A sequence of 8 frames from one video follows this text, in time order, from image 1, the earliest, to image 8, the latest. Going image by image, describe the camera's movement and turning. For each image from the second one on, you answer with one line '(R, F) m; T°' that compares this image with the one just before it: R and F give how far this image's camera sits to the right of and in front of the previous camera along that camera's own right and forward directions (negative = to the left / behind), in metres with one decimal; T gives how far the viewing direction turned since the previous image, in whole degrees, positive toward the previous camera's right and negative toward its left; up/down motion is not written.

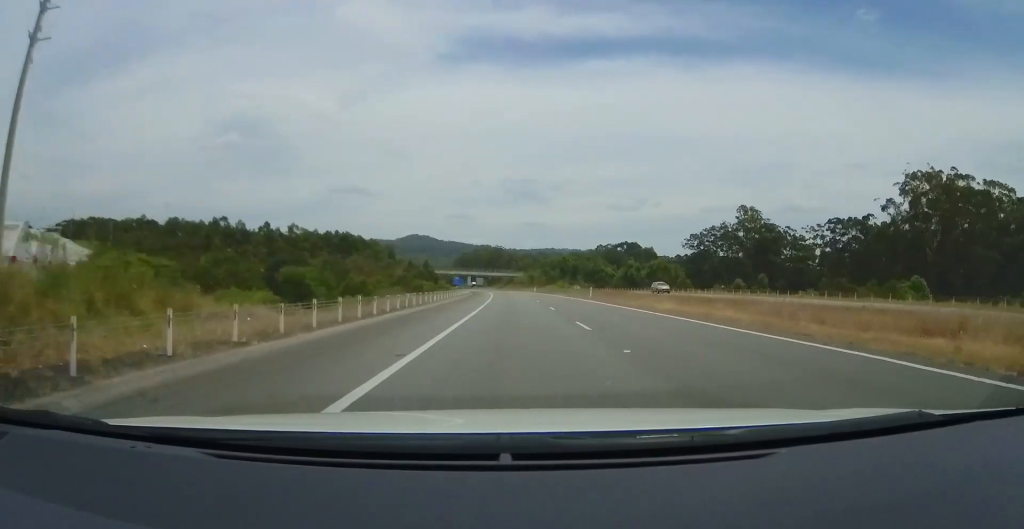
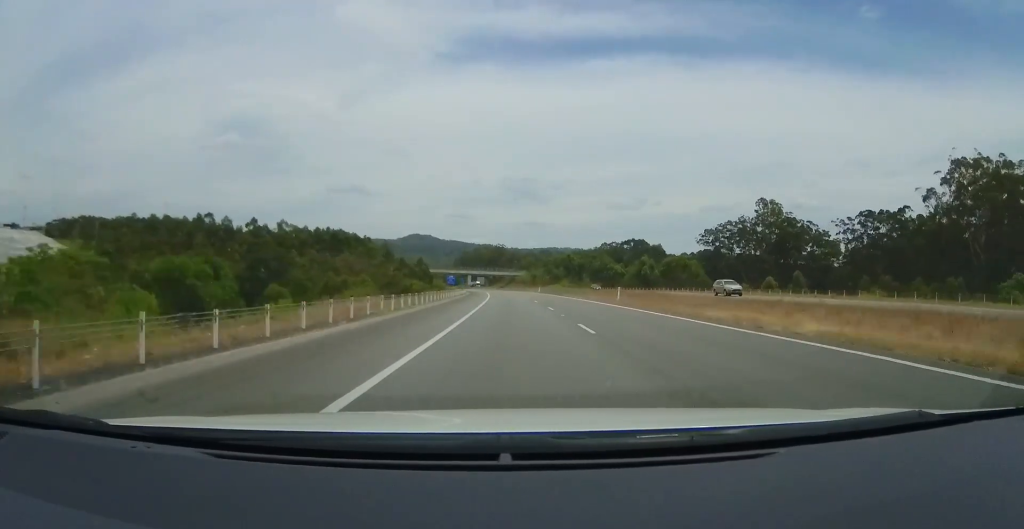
(-0.2, +13.2) m; 0°
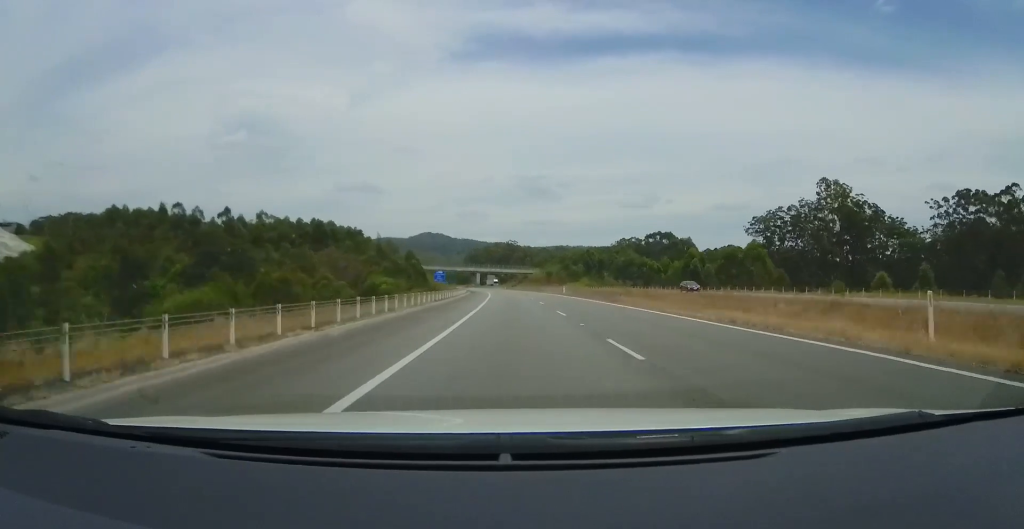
(+1.0, +28.9) m; +1°
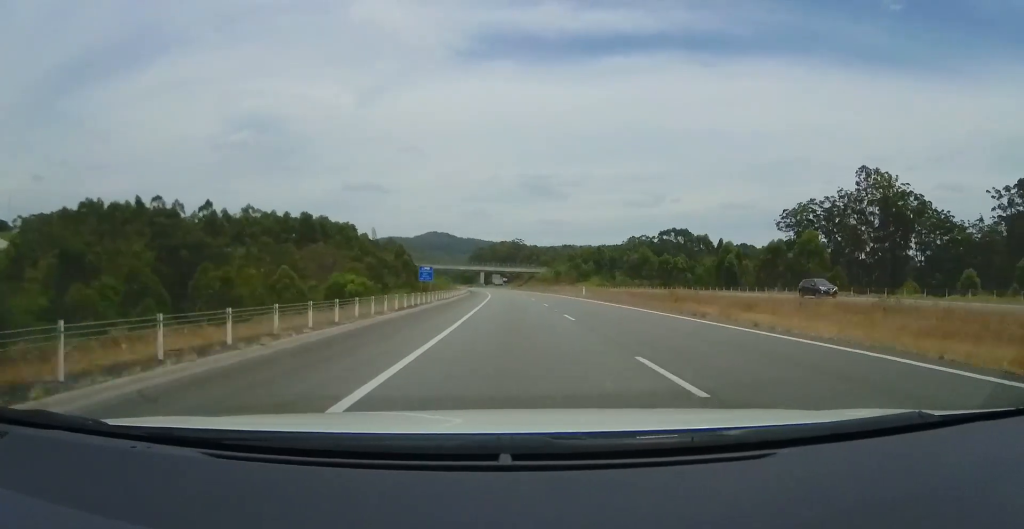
(-0.1, +14.4) m; -1°
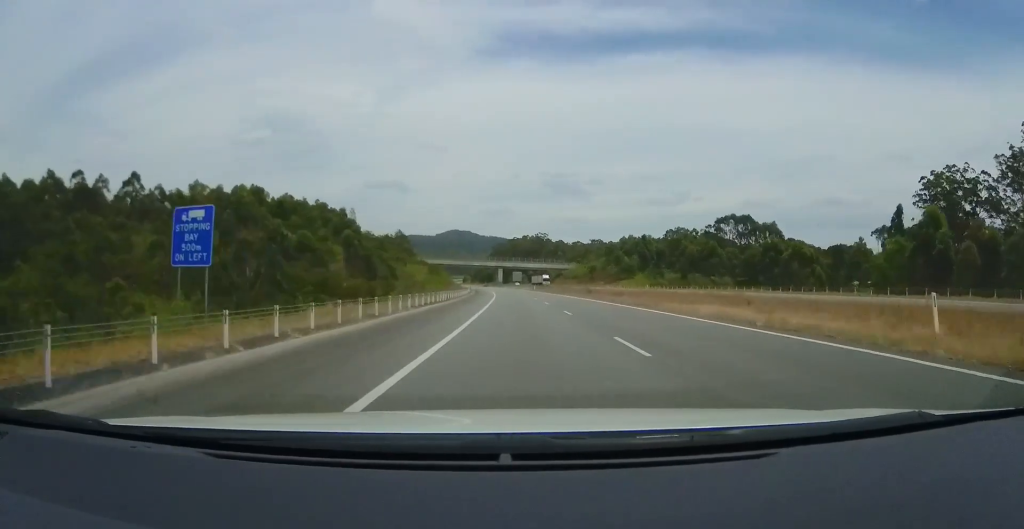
(-1.6, +45.5) m; -3°
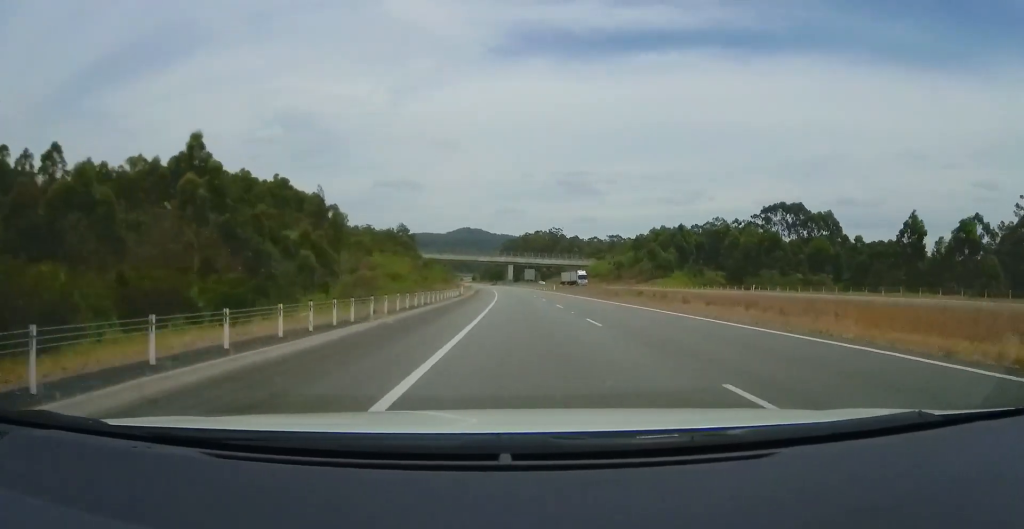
(0.0, +29.9) m; -1°
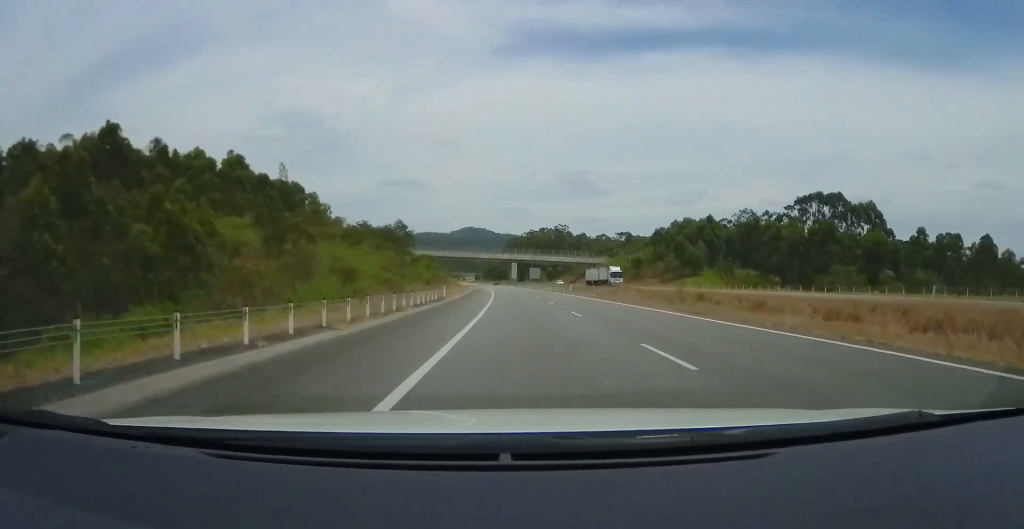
(-0.5, +20.3) m; -1°
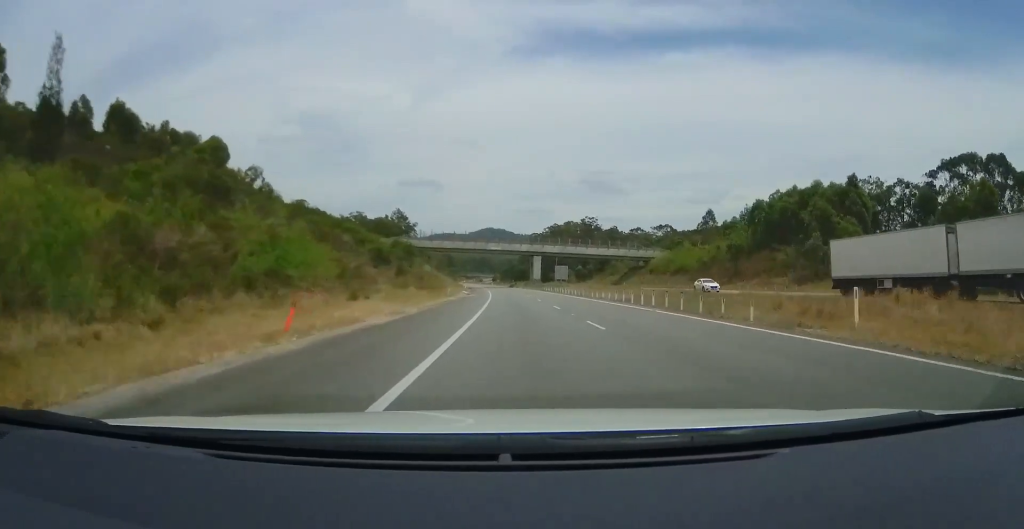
(-0.8, +53.4) m; -2°
